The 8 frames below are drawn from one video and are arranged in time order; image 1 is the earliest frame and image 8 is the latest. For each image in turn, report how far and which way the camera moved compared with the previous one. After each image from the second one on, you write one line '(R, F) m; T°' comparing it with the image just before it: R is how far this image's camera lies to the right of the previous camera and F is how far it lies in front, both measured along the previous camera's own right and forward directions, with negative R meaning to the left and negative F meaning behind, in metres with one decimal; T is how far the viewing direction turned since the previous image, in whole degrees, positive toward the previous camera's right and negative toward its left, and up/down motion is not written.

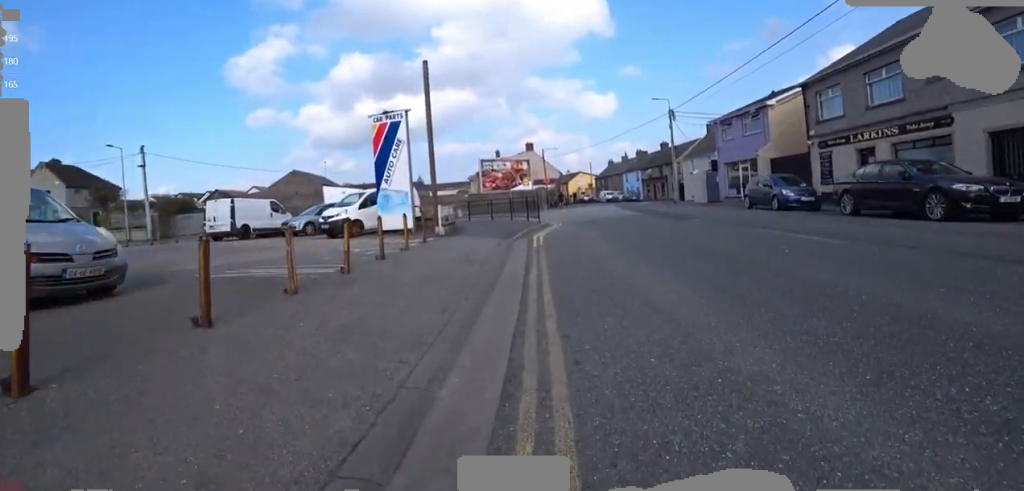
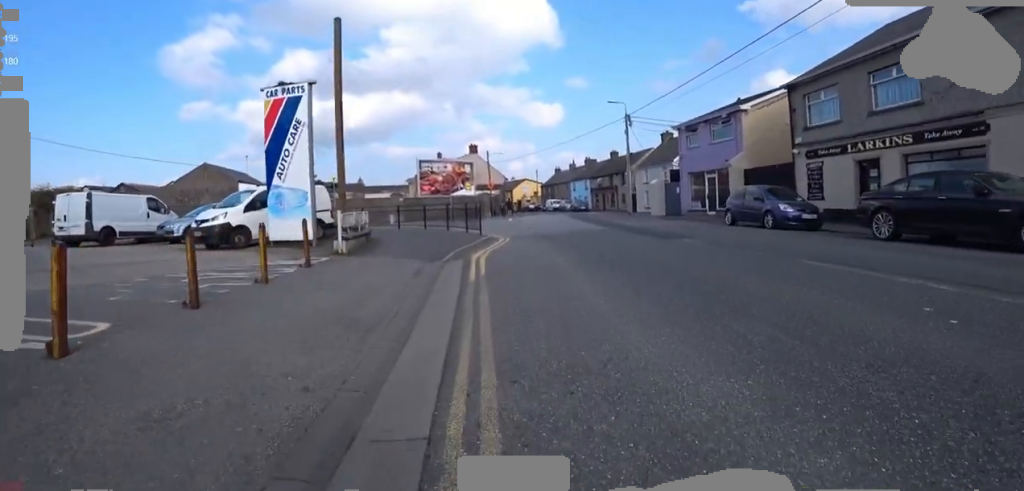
(+0.1, +3.3) m; +4°
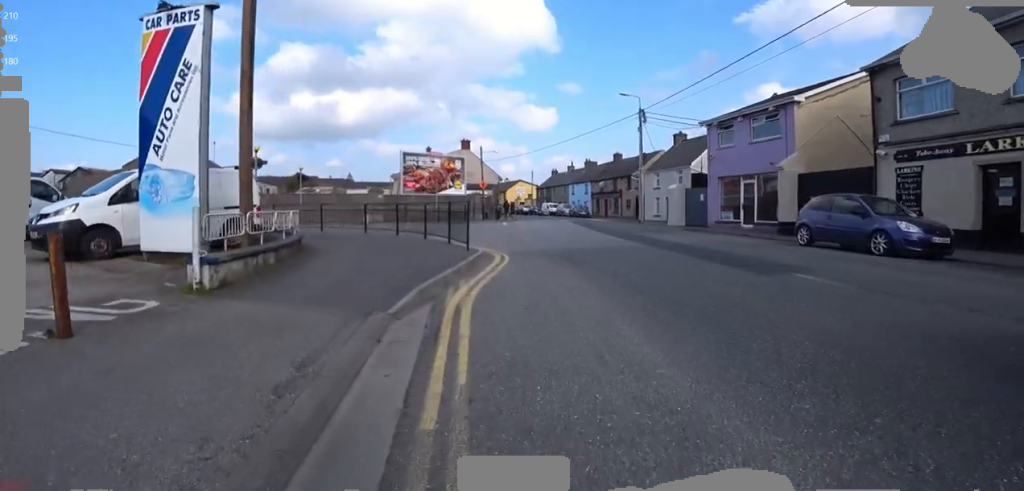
(+0.2, +4.3) m; +5°
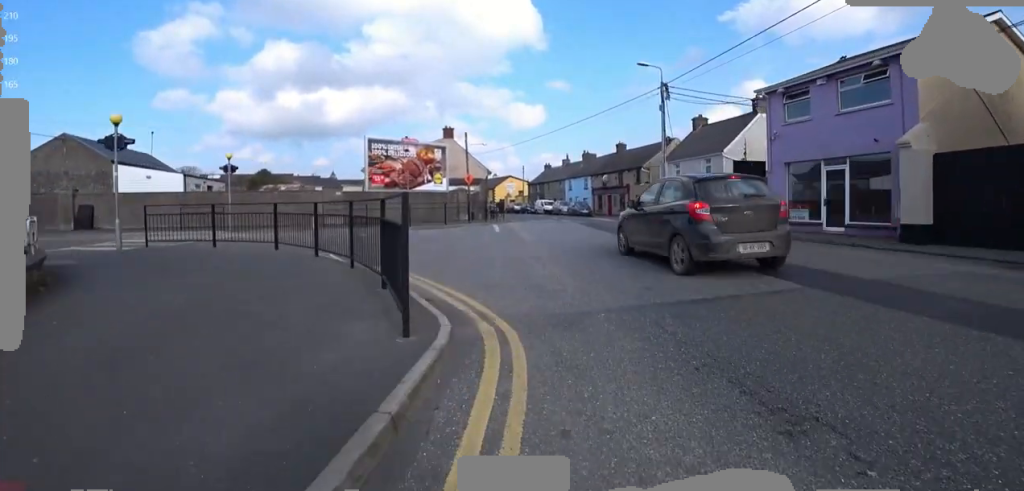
(+0.3, +6.4) m; -1°
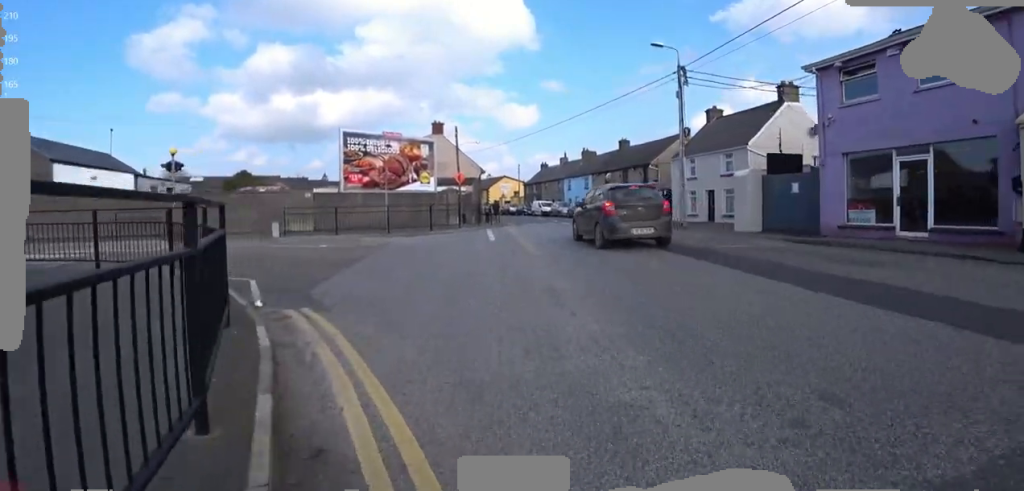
(-0.1, +3.3) m; -2°
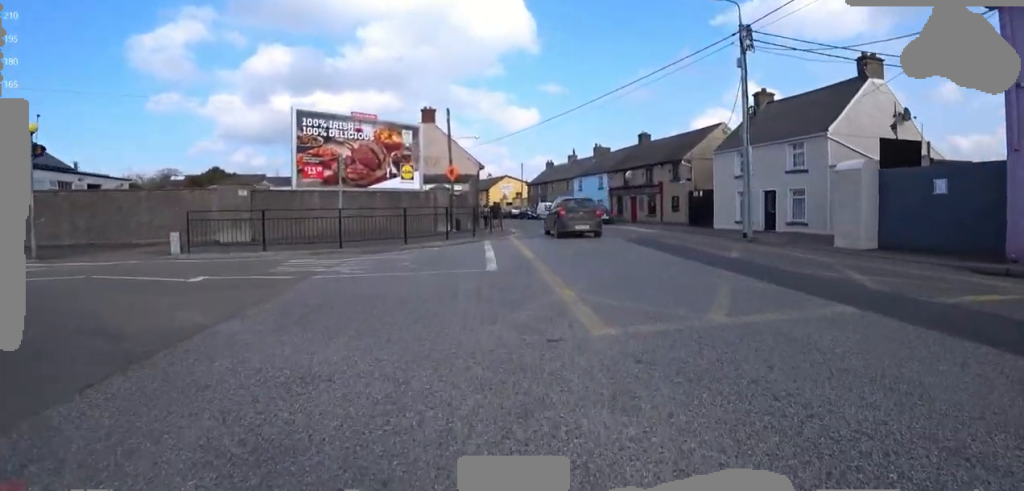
(-0.1, +5.5) m; 0°
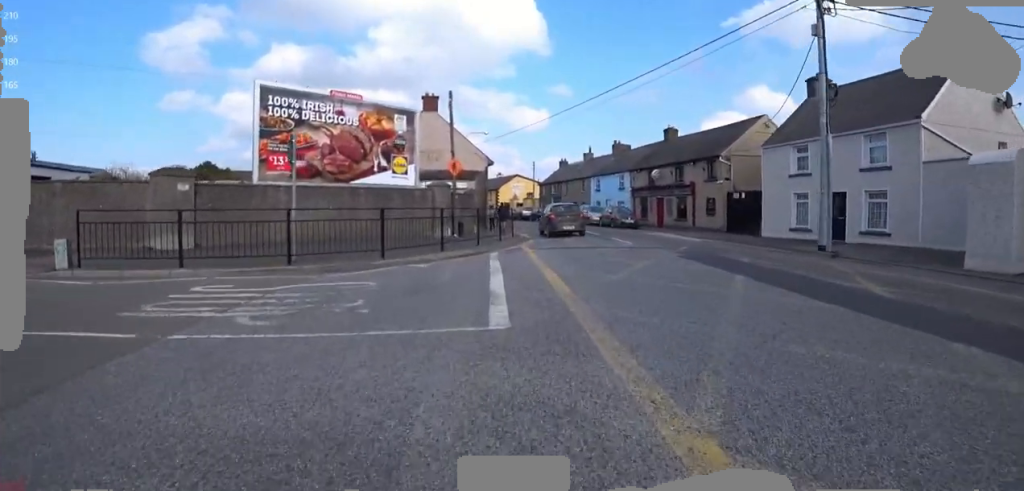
(+0.2, +3.7) m; 0°
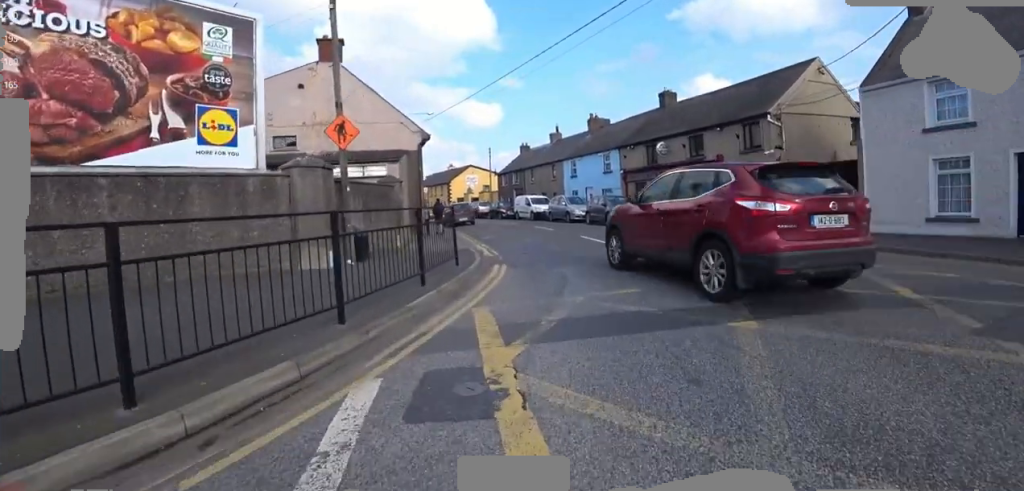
(+0.1, +9.0) m; +9°
